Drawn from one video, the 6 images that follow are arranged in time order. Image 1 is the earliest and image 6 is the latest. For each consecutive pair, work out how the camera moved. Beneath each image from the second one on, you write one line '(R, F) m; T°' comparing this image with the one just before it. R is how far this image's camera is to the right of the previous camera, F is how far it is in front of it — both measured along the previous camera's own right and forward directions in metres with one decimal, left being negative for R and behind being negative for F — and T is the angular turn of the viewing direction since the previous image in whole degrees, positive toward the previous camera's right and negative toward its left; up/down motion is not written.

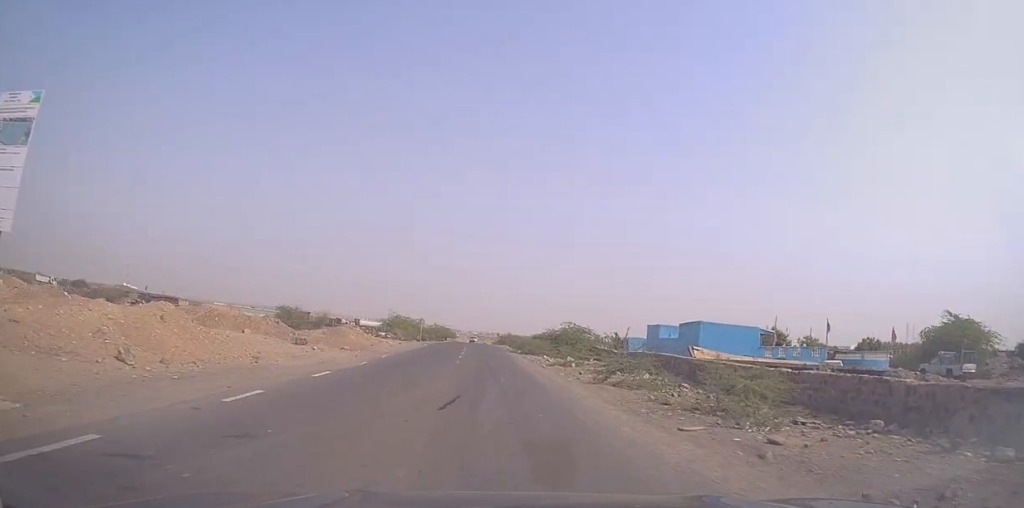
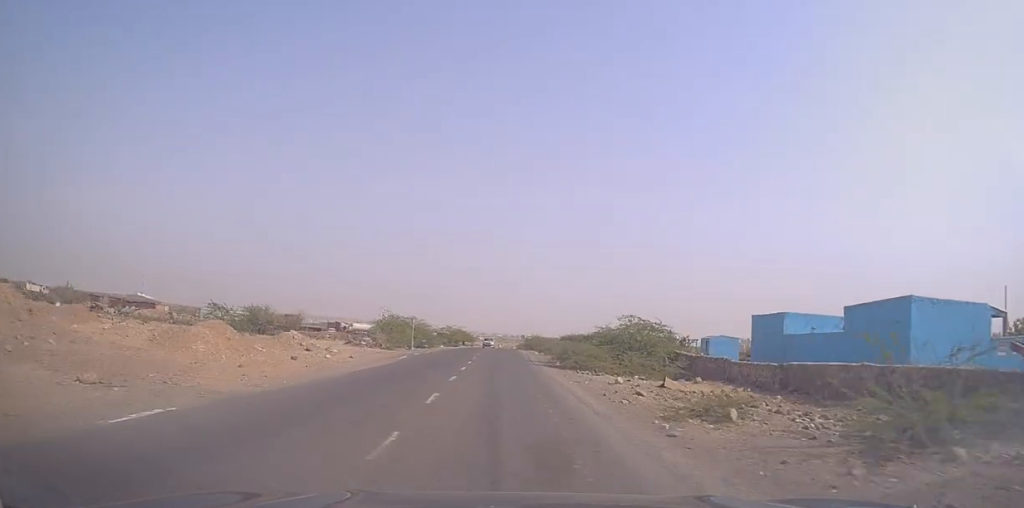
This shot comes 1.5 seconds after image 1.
(-1.6, +19.8) m; -6°
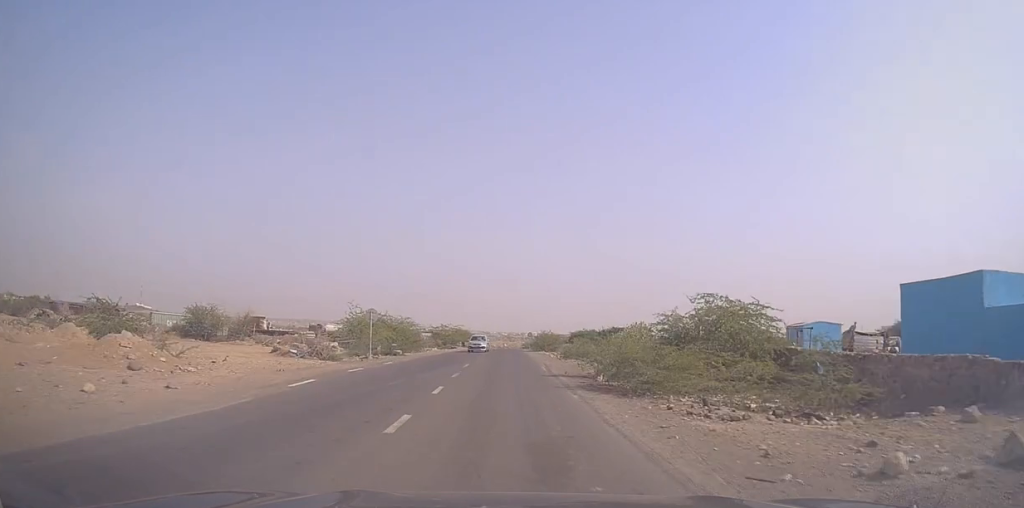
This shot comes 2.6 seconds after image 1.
(-0.1, +15.2) m; 0°
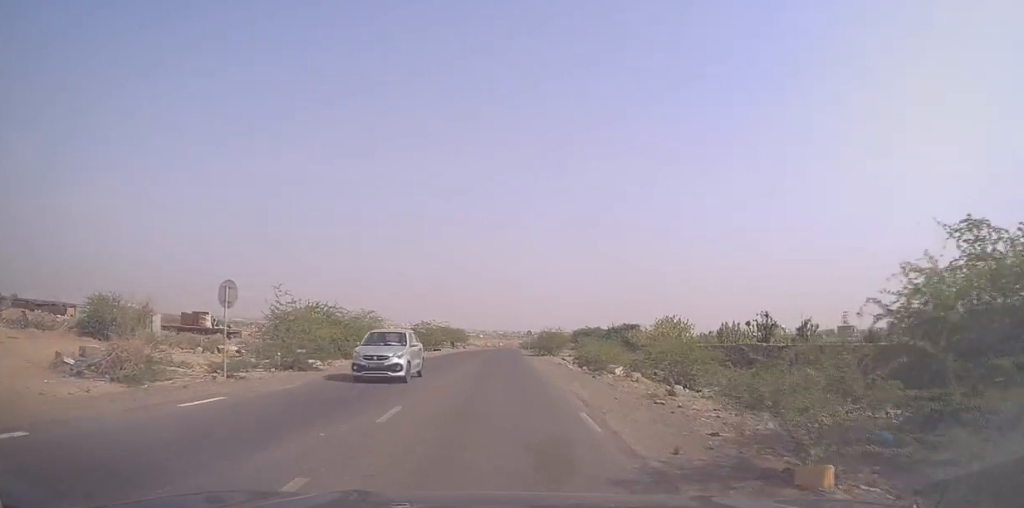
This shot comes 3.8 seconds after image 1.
(+0.1, +17.1) m; -1°
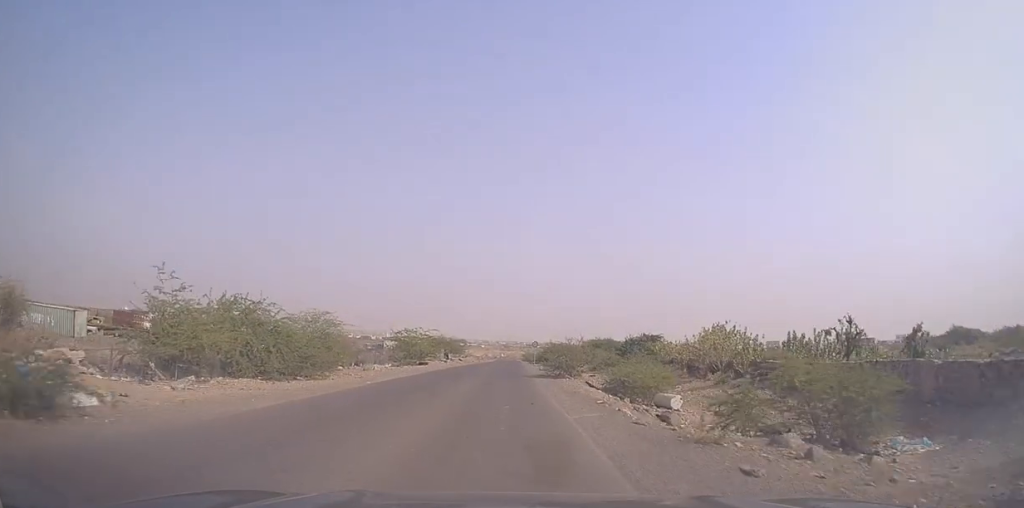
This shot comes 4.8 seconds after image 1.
(-0.3, +14.5) m; 0°
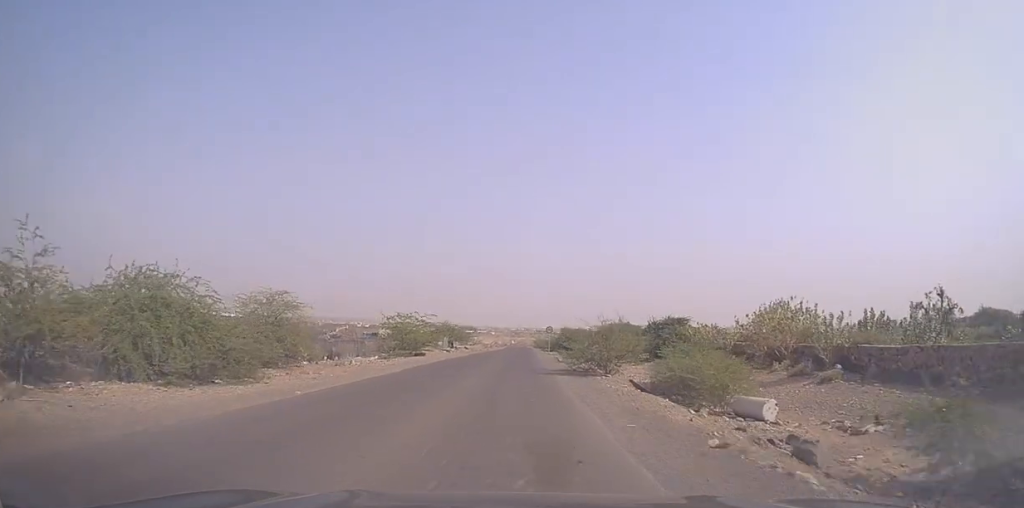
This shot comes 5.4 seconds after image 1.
(0.0, +9.5) m; 0°
